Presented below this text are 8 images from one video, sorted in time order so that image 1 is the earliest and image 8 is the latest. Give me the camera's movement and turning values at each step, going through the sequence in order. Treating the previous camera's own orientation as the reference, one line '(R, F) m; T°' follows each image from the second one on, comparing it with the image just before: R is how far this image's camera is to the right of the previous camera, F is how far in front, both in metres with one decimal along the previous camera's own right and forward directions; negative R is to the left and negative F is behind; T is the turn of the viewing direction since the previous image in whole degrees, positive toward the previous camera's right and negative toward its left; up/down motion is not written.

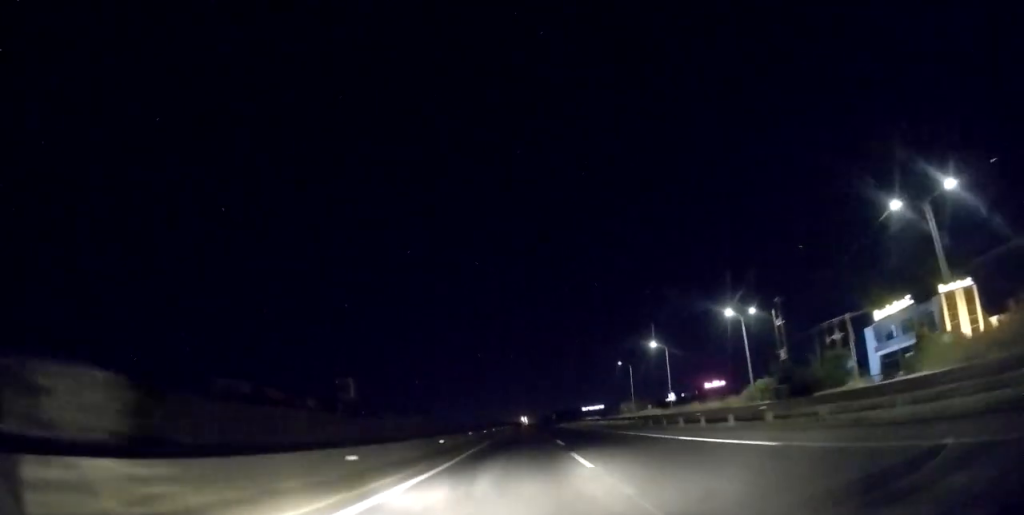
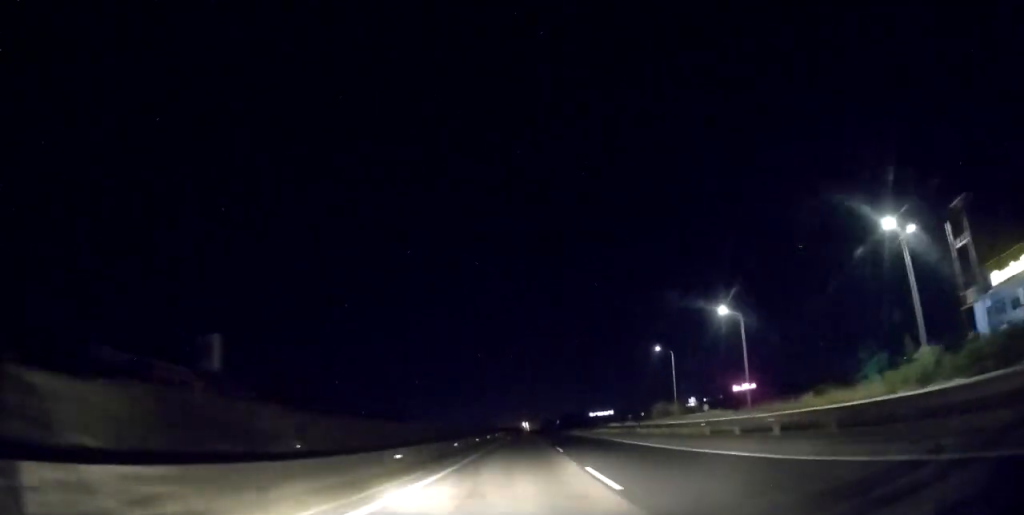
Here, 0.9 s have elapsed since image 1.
(-0.4, +32.1) m; 0°
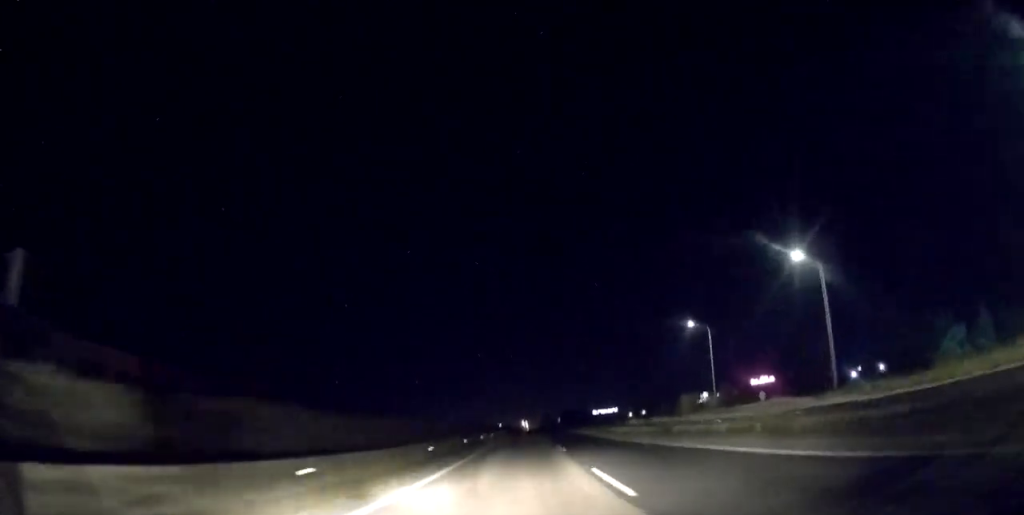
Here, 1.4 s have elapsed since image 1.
(+0.1, +18.2) m; 0°
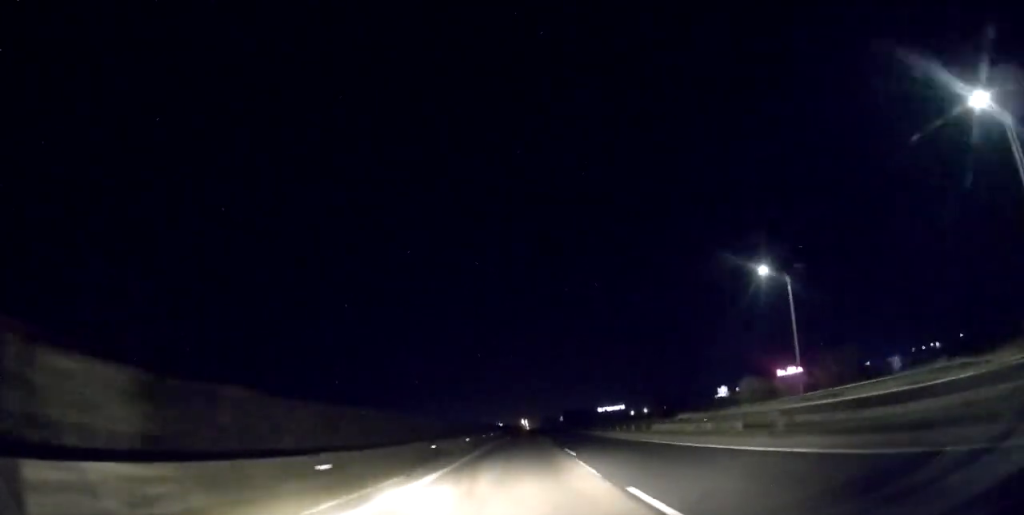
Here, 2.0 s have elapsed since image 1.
(0.0, +21.9) m; 0°
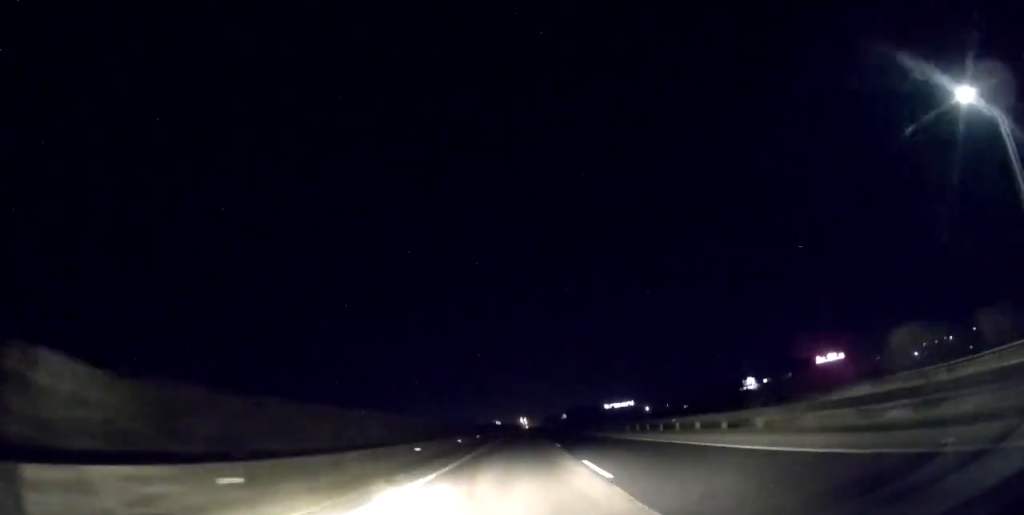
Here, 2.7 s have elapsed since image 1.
(-0.1, +26.2) m; 0°
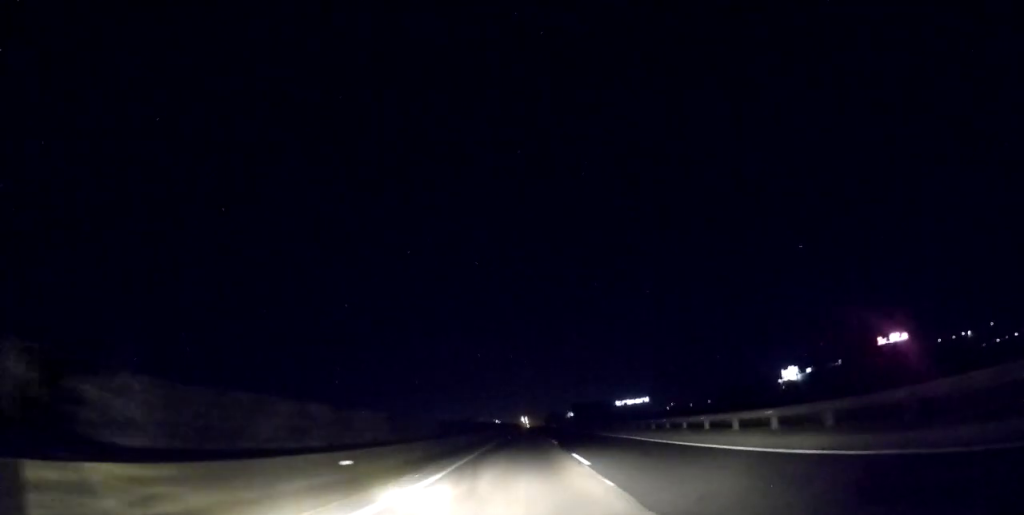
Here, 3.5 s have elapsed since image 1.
(+0.3, +29.9) m; 0°
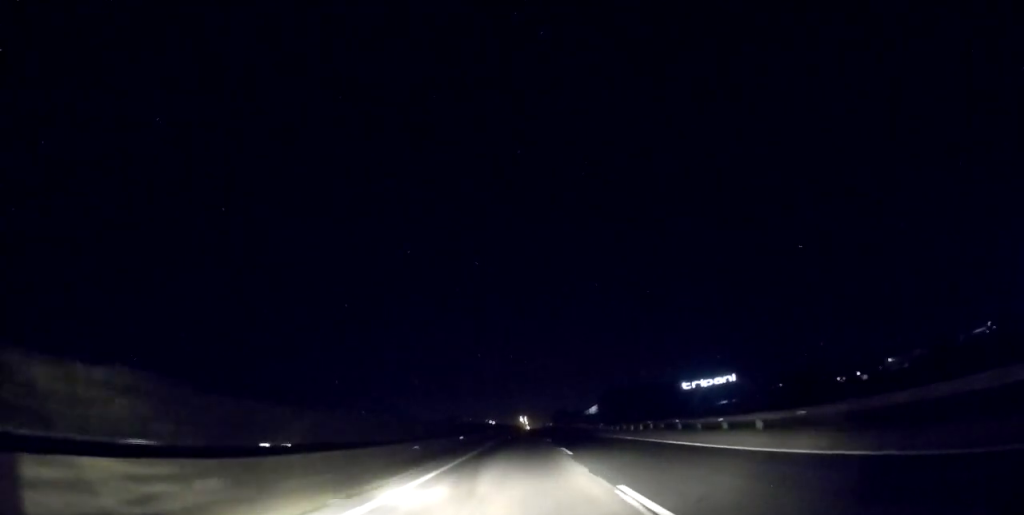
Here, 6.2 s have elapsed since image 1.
(-0.6, +96.9) m; 0°
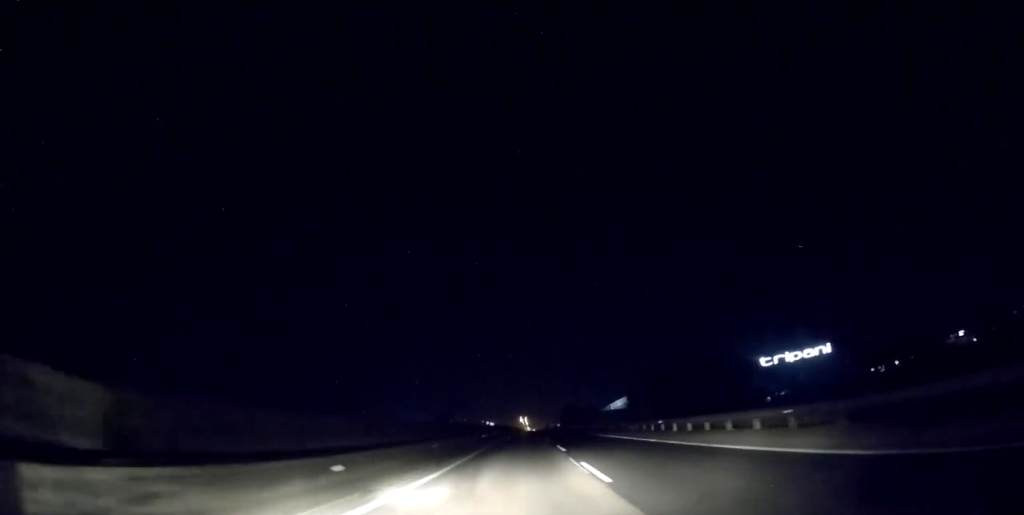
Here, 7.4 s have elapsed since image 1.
(-0.2, +43.6) m; -1°
